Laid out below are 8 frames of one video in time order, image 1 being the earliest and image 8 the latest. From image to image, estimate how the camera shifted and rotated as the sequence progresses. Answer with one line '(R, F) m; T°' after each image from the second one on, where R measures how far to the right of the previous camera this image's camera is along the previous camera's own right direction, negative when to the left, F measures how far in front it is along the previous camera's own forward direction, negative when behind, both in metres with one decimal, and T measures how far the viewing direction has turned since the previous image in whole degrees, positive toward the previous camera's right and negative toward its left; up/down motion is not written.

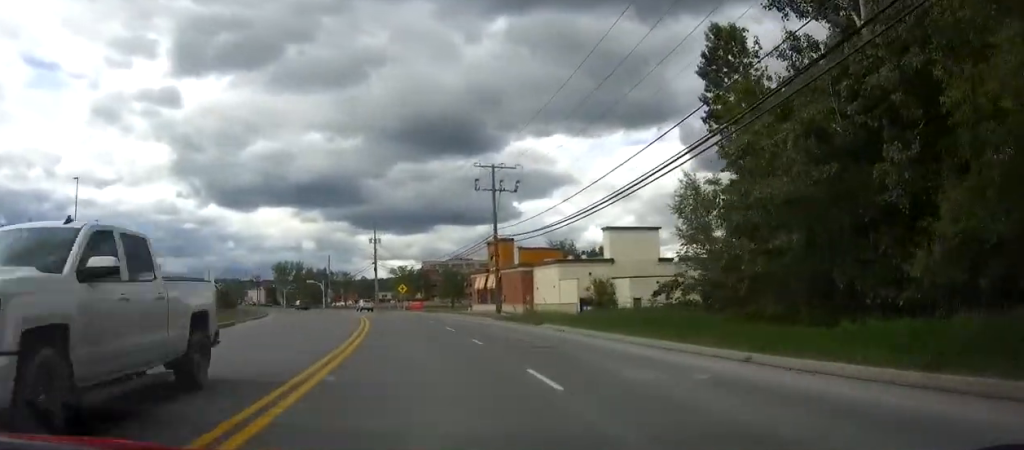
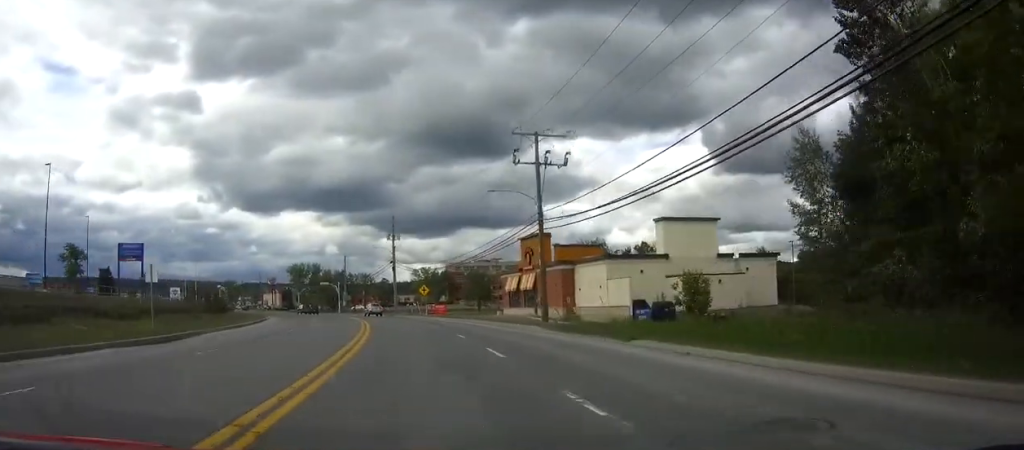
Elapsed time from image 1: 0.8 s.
(-0.3, +11.5) m; -2°
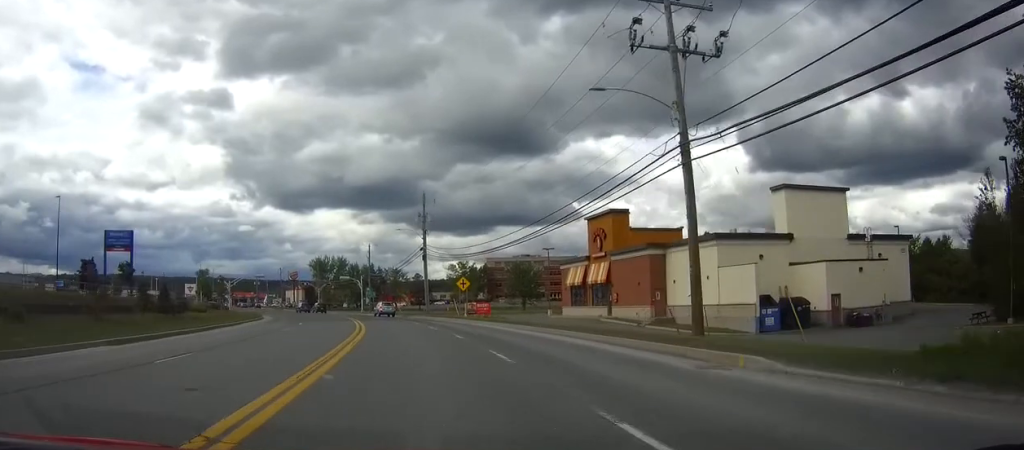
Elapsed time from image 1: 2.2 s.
(-0.6, +19.7) m; -4°
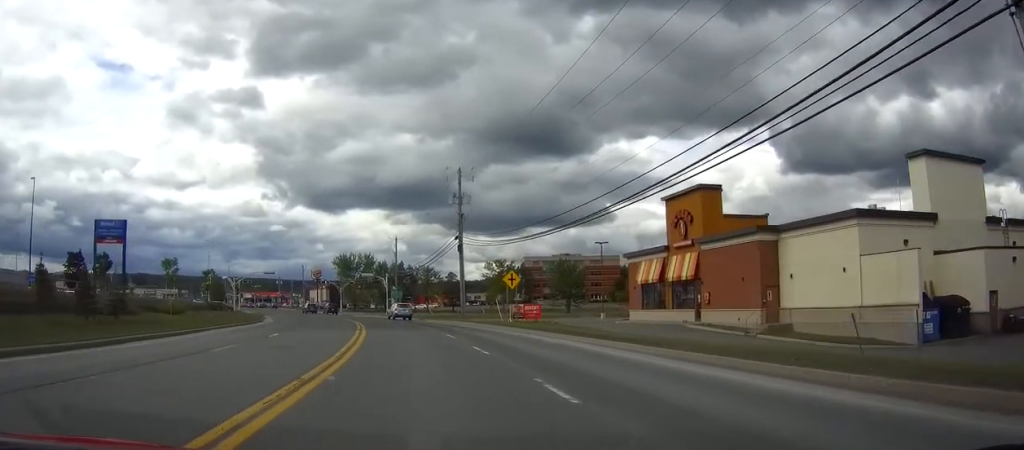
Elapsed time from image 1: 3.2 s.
(-0.3, +14.5) m; -3°
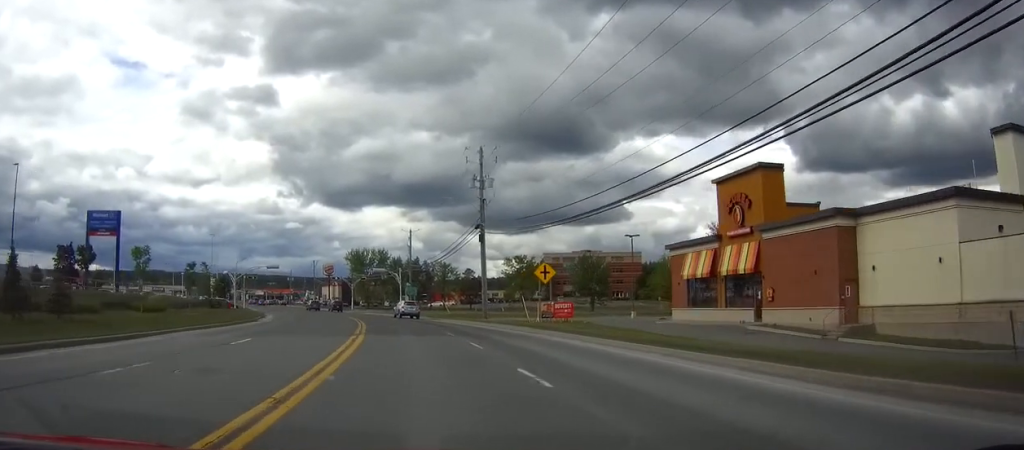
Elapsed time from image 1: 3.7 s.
(-0.1, +7.3) m; -1°
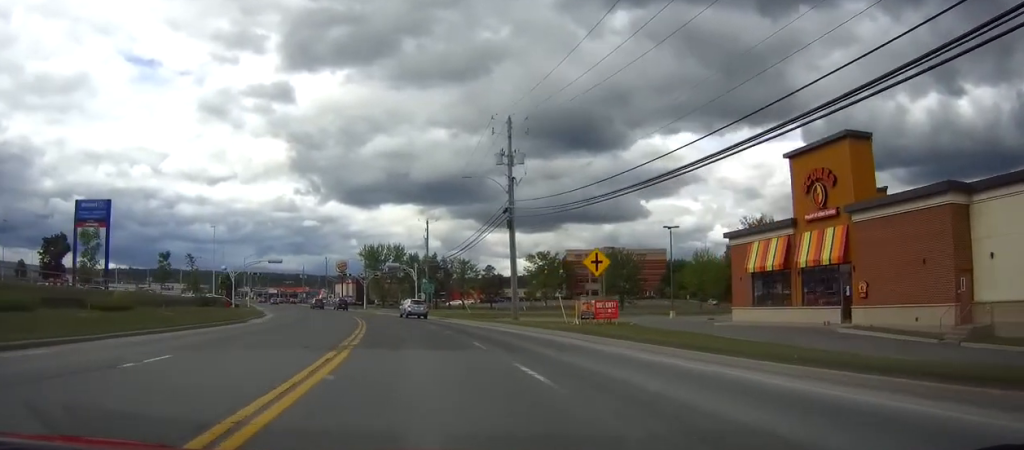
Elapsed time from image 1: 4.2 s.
(-0.1, +8.4) m; -1°
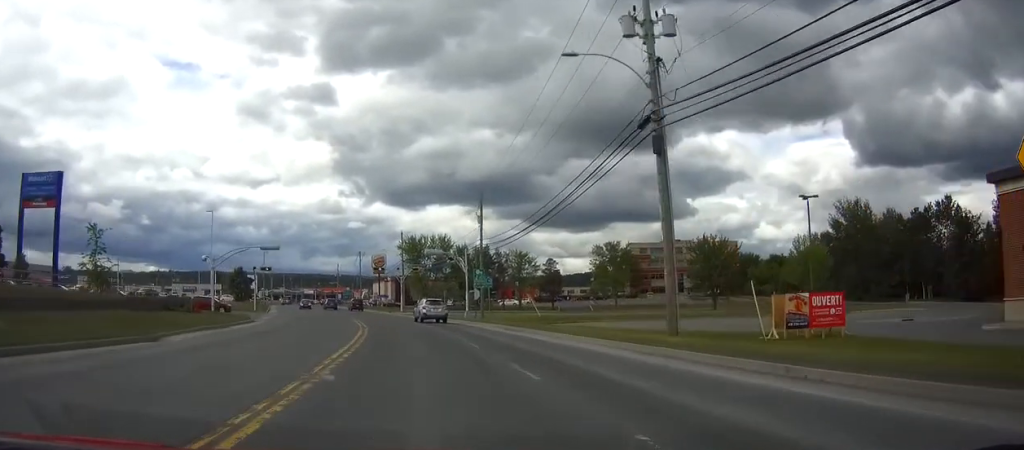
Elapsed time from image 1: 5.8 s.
(-0.7, +23.0) m; -4°
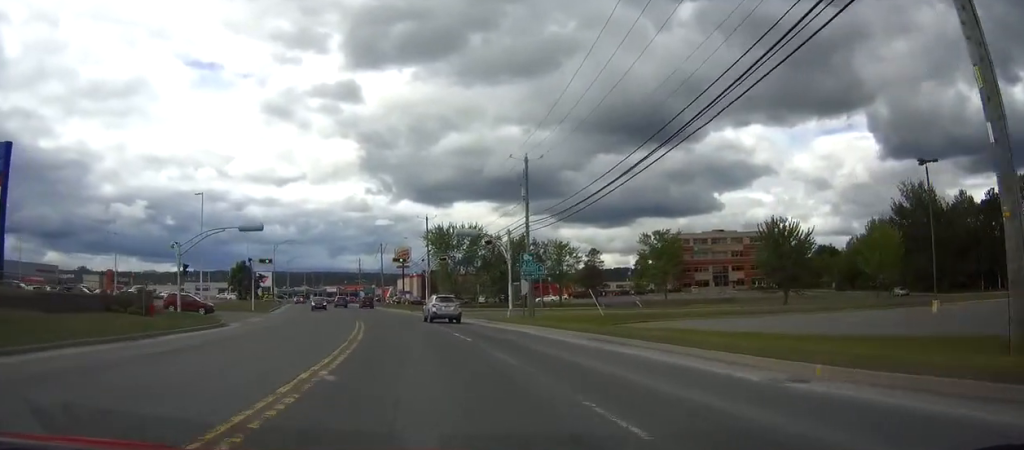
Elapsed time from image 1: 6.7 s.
(-0.3, +14.1) m; -2°
